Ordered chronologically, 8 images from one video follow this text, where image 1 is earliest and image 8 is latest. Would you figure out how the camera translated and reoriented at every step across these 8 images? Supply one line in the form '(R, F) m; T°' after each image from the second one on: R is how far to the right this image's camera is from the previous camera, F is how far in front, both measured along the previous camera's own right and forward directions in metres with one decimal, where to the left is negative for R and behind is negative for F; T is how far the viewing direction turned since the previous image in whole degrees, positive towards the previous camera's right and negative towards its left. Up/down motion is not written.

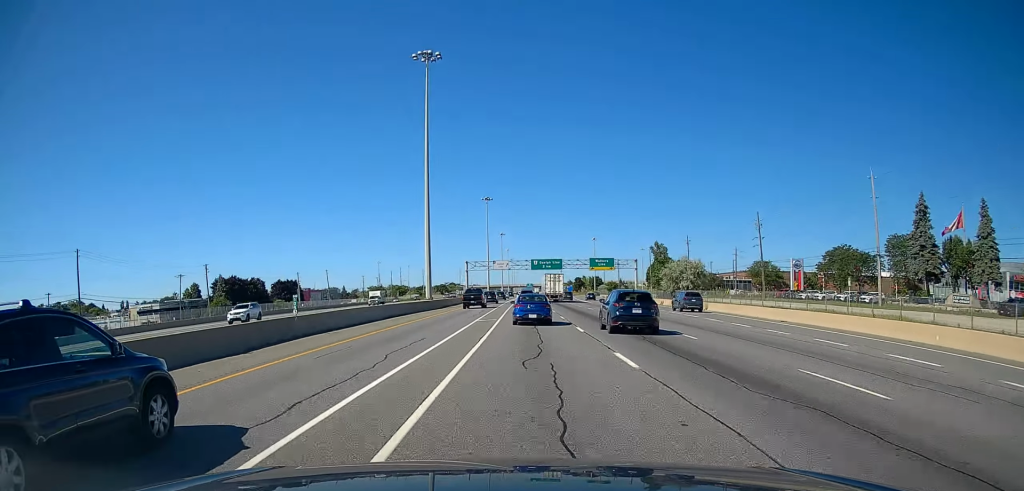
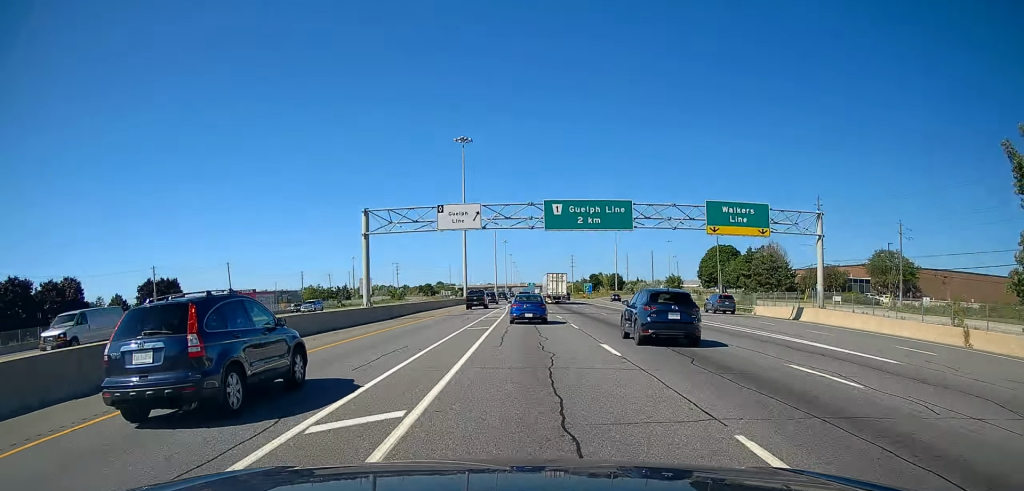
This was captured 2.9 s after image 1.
(-0.2, +84.1) m; 0°
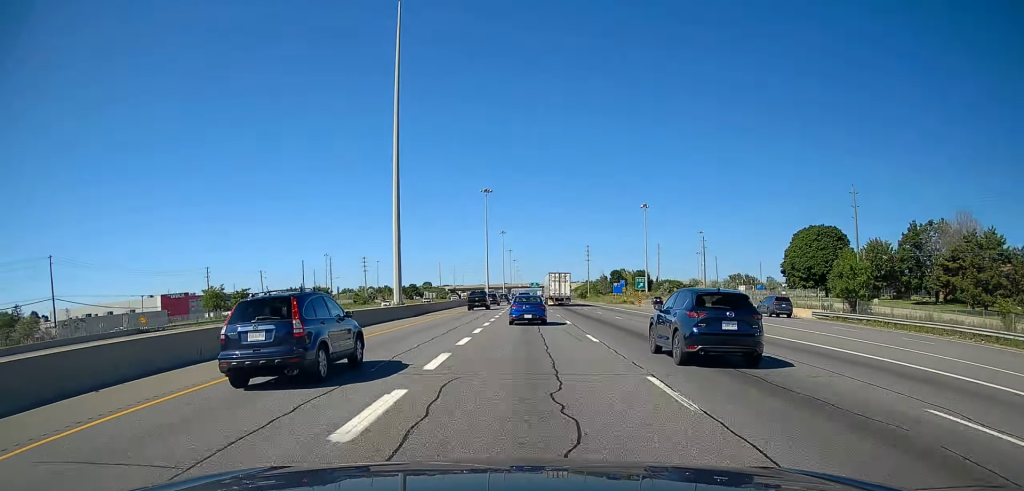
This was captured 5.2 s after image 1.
(-0.3, +67.5) m; 0°
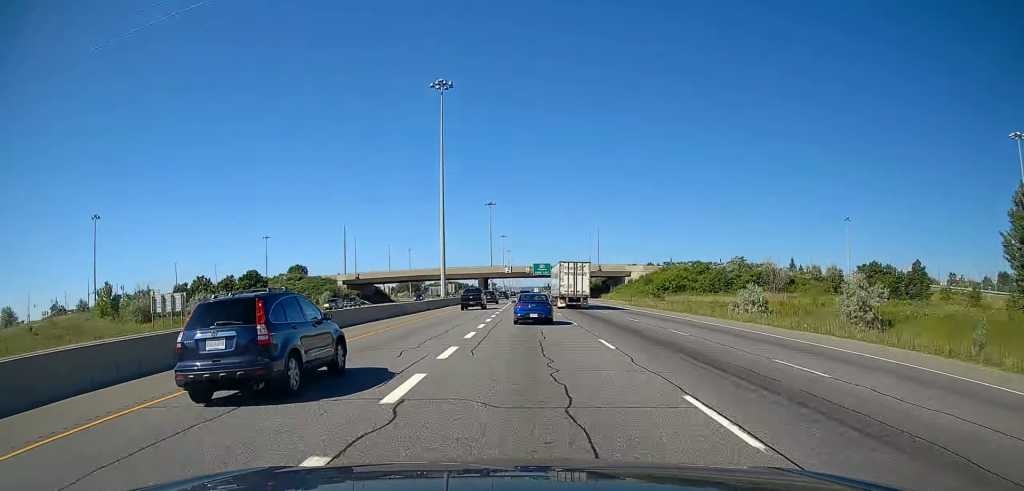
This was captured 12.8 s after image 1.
(+0.9, +220.7) m; 0°
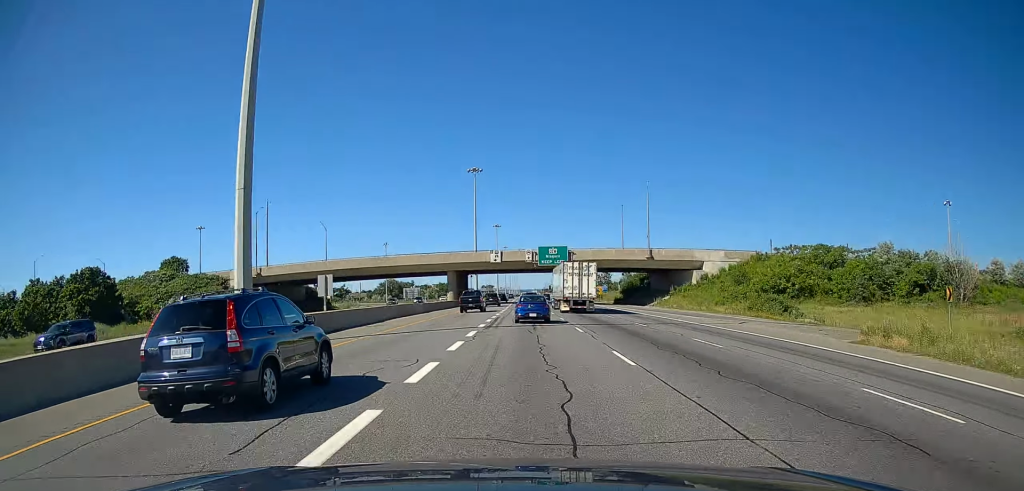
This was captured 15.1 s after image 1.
(0.0, +65.6) m; 0°
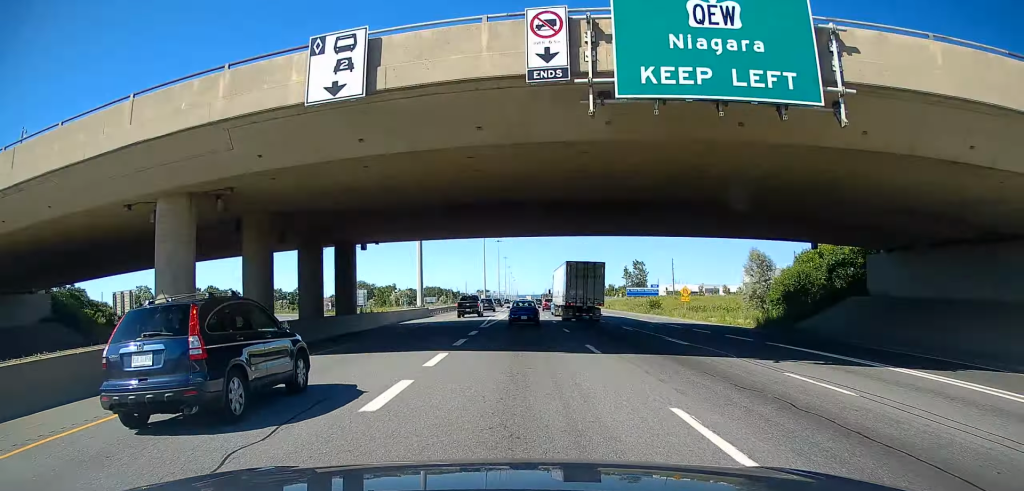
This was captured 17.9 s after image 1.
(-0.1, +83.3) m; 0°
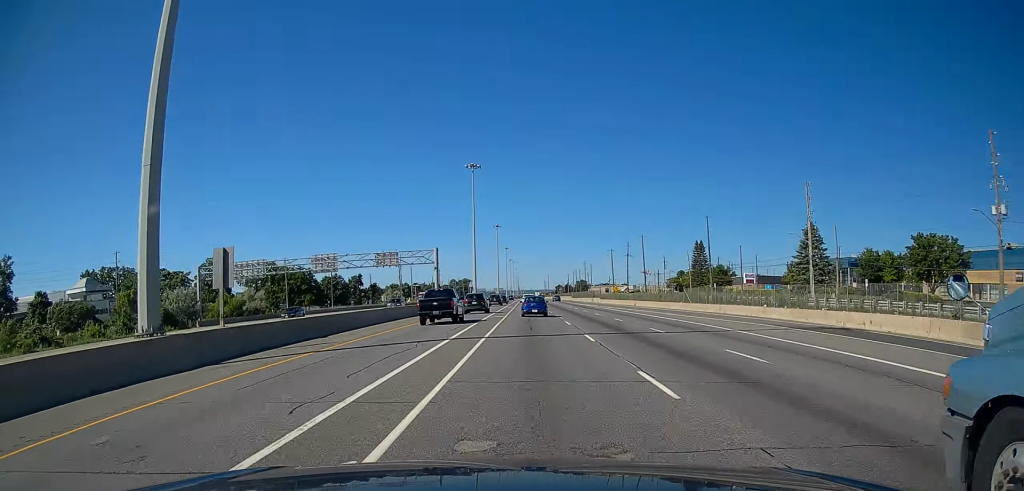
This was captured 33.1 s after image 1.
(+2.4, +454.2) m; +1°
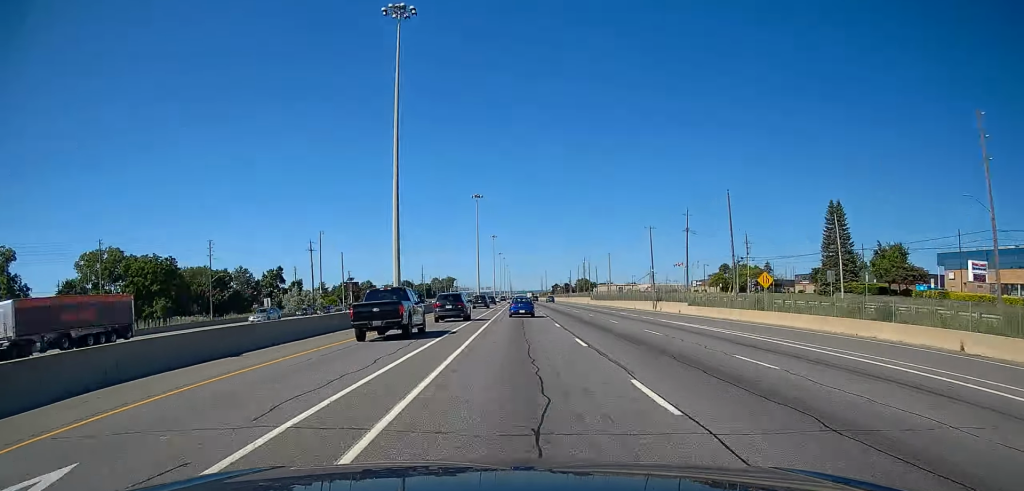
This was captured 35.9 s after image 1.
(0.0, +87.3) m; 0°
